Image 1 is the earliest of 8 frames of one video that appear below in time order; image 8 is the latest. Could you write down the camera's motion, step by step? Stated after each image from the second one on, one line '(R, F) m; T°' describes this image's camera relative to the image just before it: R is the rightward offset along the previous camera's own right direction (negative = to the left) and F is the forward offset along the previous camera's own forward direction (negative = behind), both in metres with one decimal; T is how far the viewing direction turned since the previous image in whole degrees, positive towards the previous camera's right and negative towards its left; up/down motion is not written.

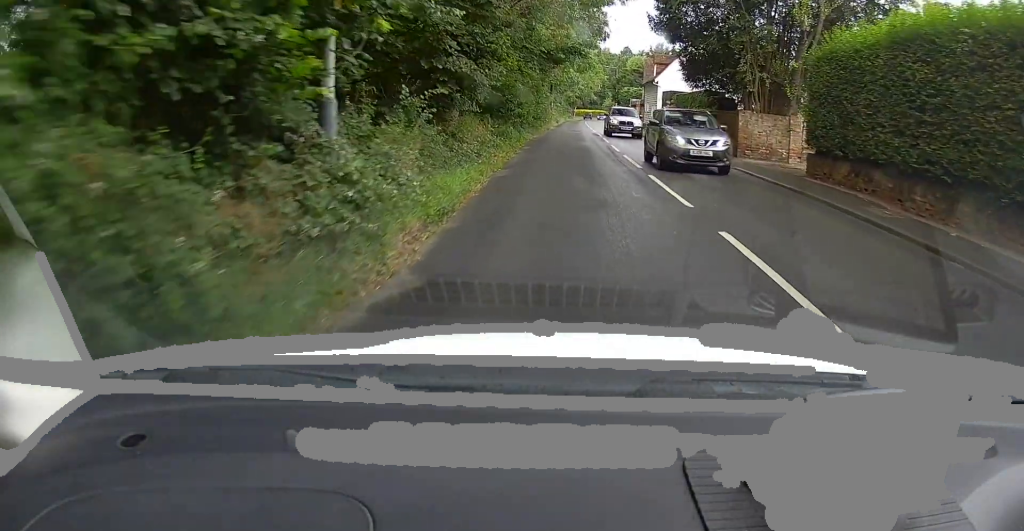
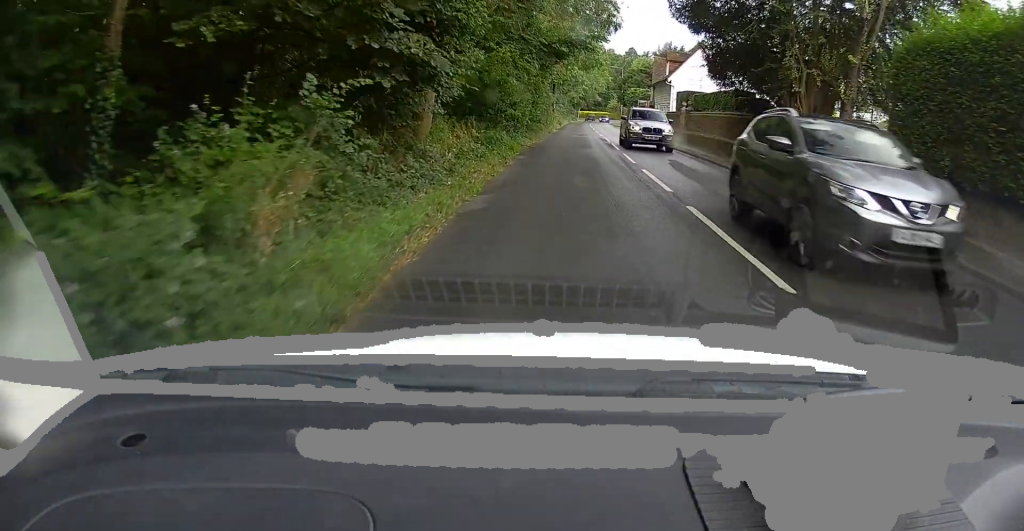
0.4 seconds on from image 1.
(0.0, +4.4) m; -1°
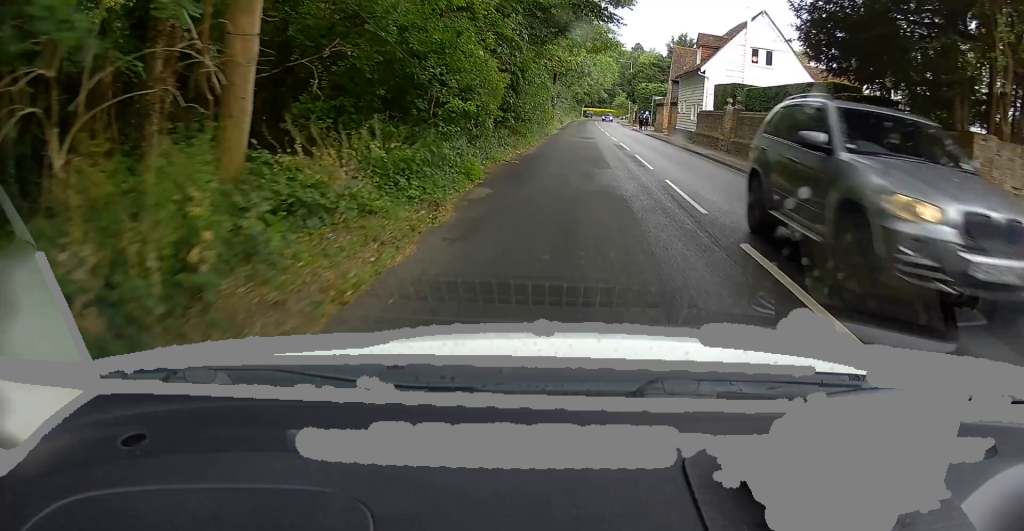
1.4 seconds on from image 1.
(-0.1, +9.9) m; -2°
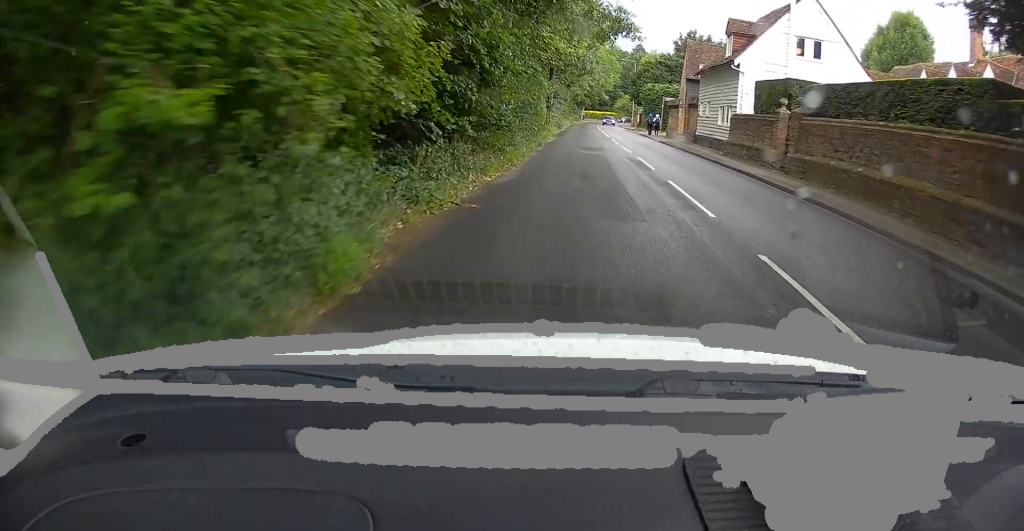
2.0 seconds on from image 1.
(-0.3, +6.8) m; 0°
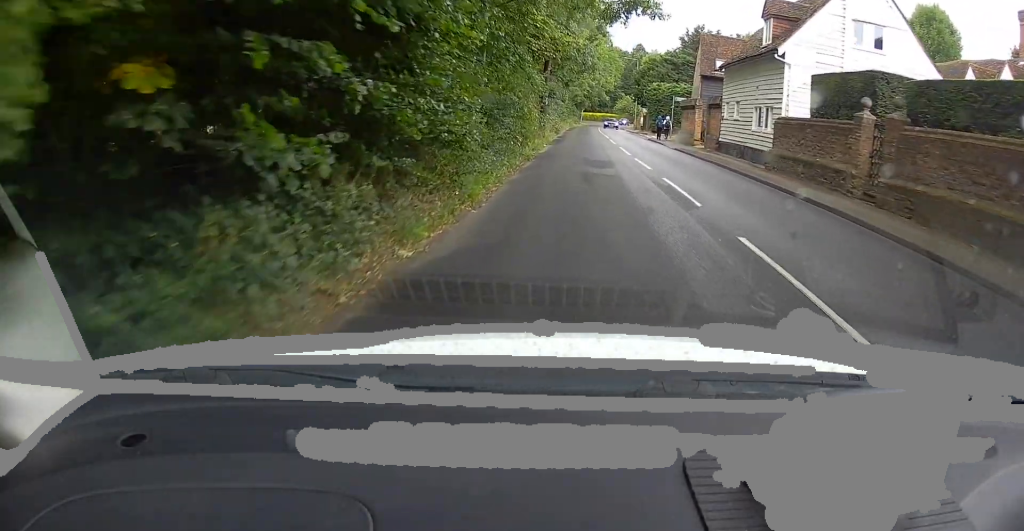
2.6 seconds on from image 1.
(+0.1, +5.7) m; +2°
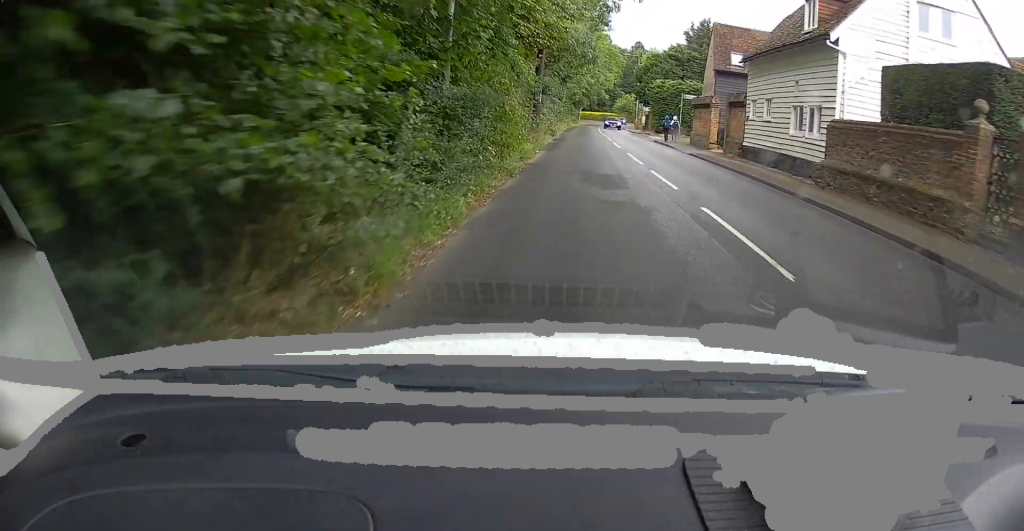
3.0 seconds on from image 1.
(0.0, +4.5) m; +2°
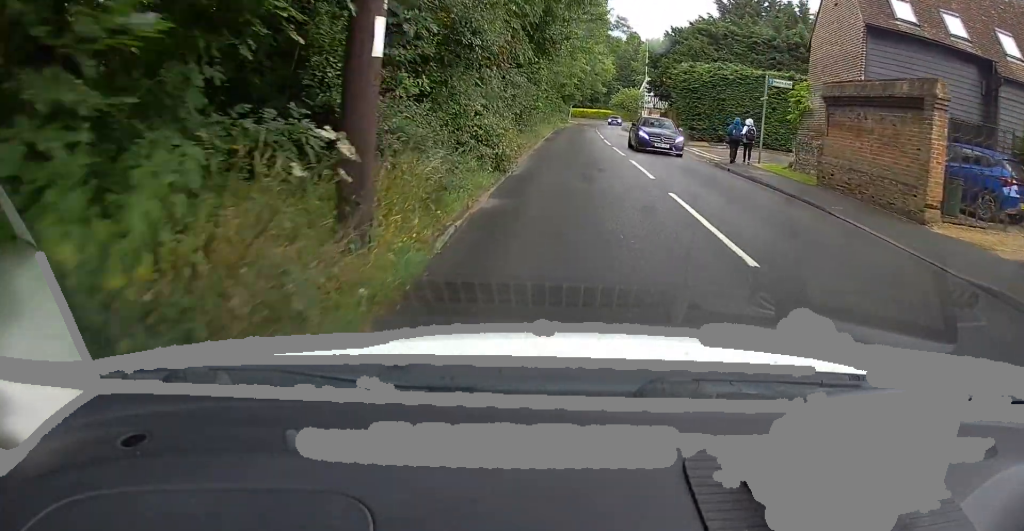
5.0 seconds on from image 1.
(+0.4, +20.1) m; +2°
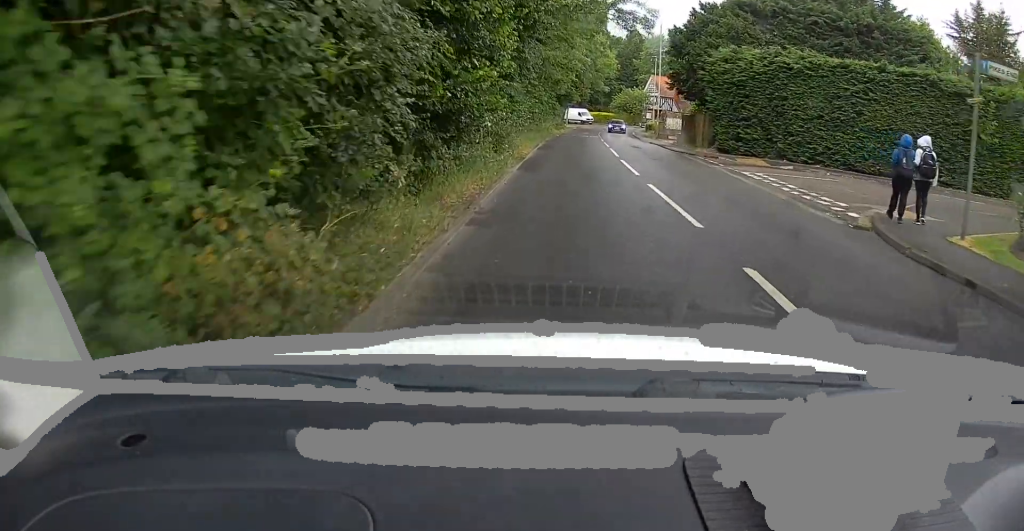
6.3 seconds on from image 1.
(+0.3, +12.9) m; +2°
